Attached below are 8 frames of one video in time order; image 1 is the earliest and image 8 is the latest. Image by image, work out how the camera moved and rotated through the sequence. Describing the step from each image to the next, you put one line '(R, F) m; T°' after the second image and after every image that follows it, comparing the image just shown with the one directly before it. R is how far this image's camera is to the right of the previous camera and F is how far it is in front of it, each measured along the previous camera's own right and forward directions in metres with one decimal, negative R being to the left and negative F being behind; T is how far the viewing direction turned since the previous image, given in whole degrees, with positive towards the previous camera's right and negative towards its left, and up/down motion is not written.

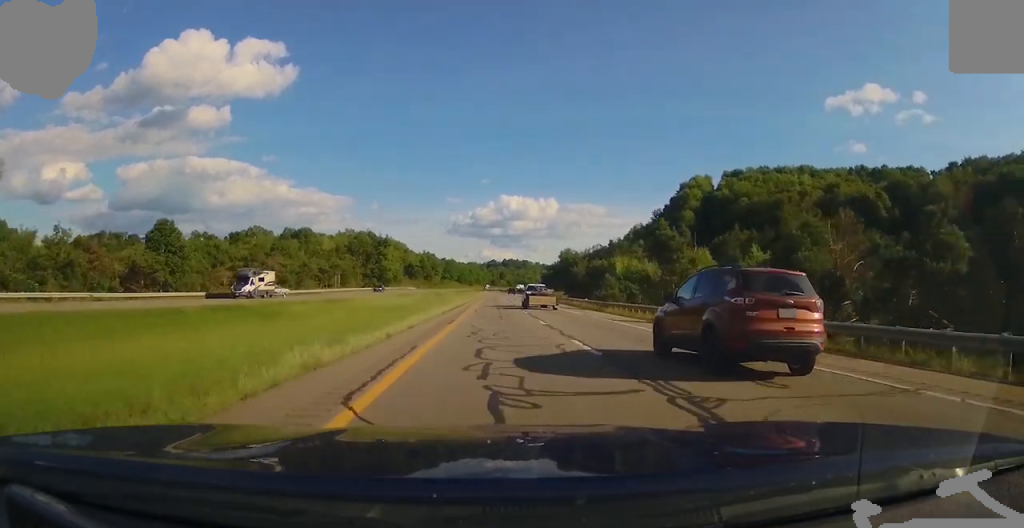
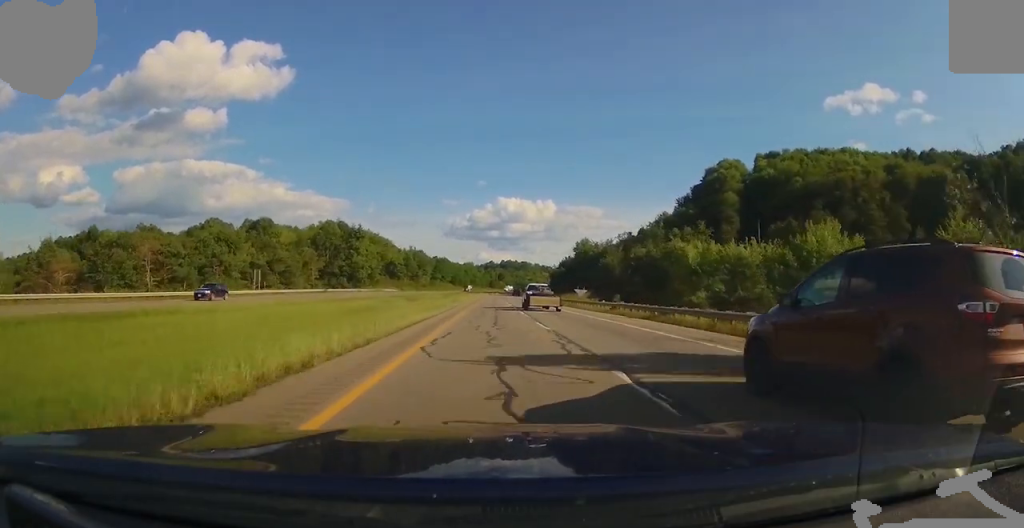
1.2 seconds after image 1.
(+0.6, +40.4) m; +1°
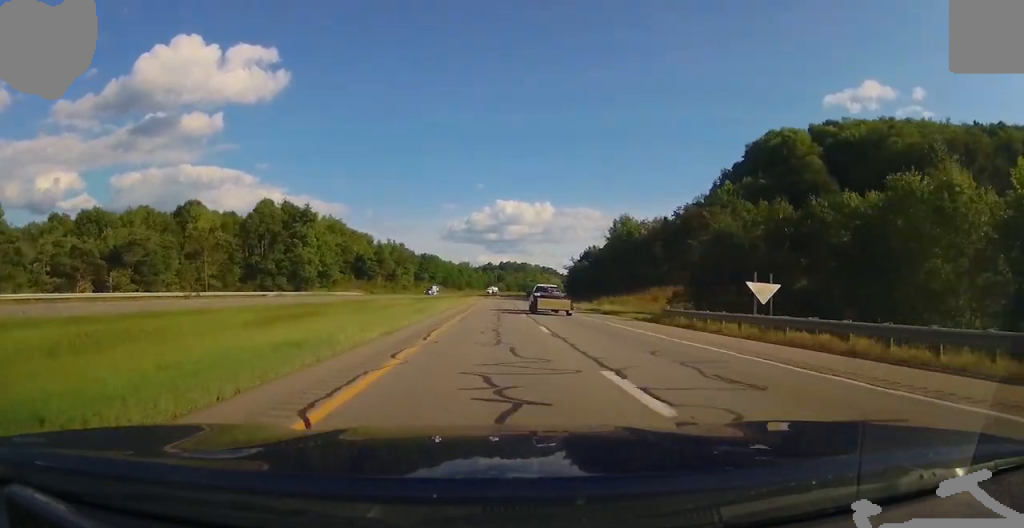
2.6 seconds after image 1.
(-0.5, +48.4) m; 0°
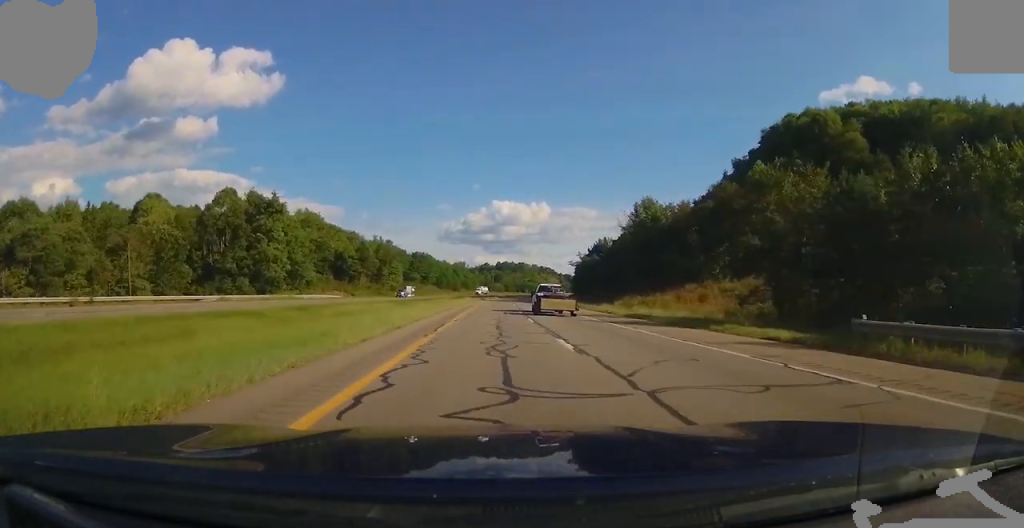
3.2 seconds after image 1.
(-0.1, +18.0) m; +1°
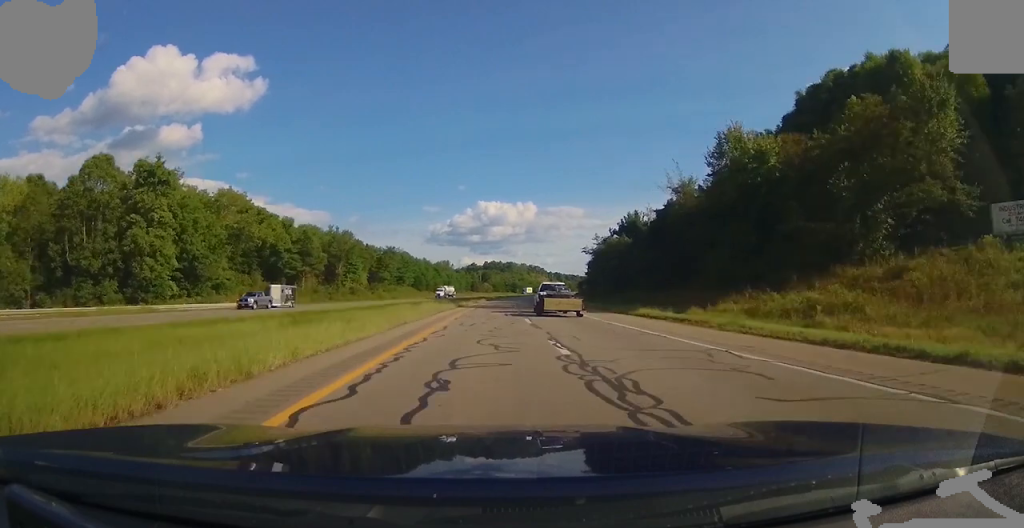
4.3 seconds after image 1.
(+0.7, +37.3) m; +1°
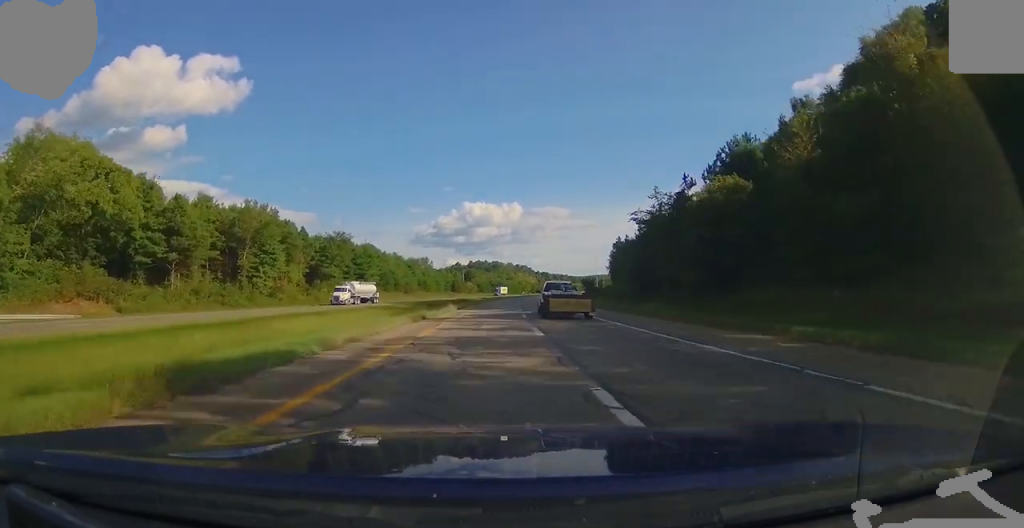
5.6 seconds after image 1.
(+0.6, +44.0) m; +2°
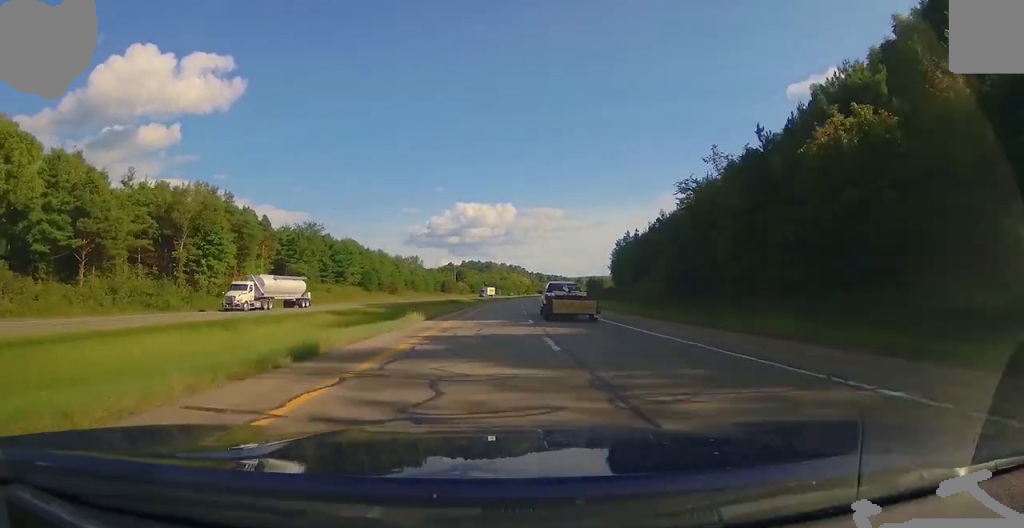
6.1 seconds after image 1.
(+0.2, +16.9) m; +1°
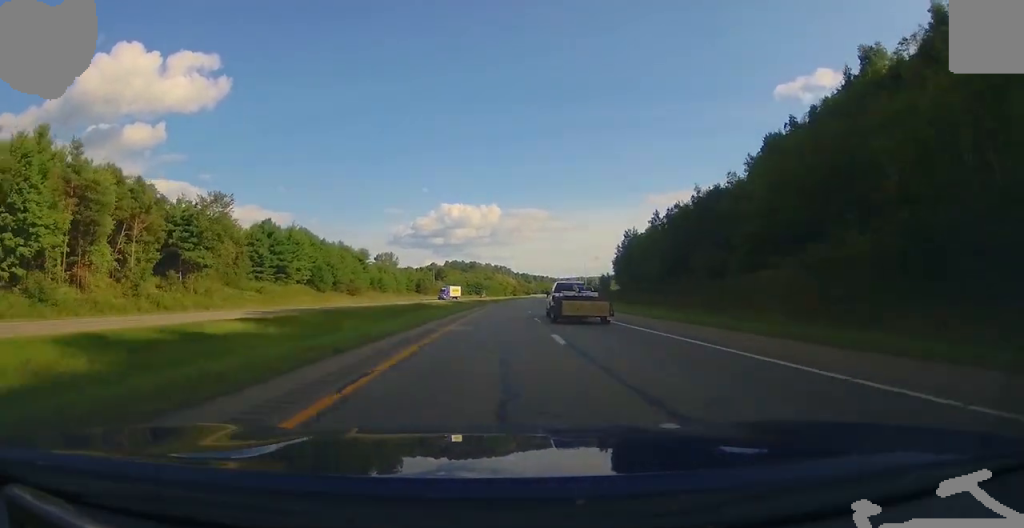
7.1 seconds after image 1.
(+0.1, +35.1) m; +2°
